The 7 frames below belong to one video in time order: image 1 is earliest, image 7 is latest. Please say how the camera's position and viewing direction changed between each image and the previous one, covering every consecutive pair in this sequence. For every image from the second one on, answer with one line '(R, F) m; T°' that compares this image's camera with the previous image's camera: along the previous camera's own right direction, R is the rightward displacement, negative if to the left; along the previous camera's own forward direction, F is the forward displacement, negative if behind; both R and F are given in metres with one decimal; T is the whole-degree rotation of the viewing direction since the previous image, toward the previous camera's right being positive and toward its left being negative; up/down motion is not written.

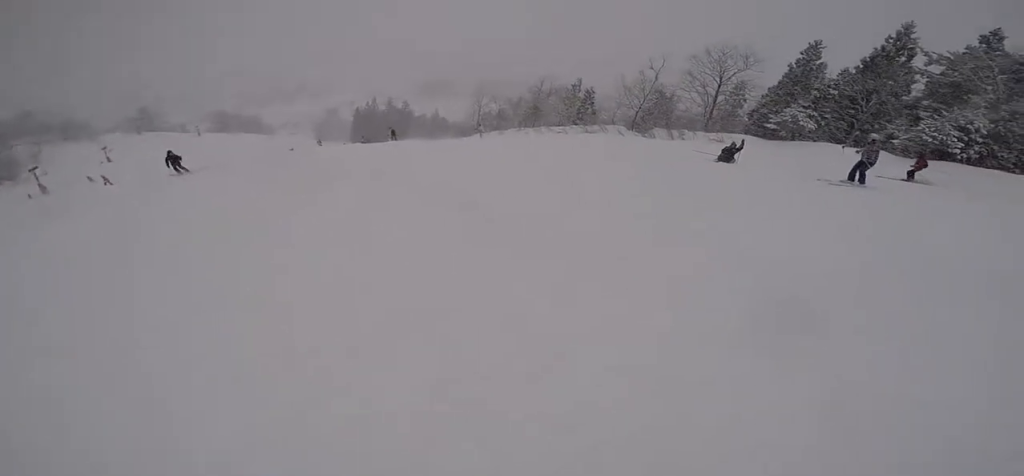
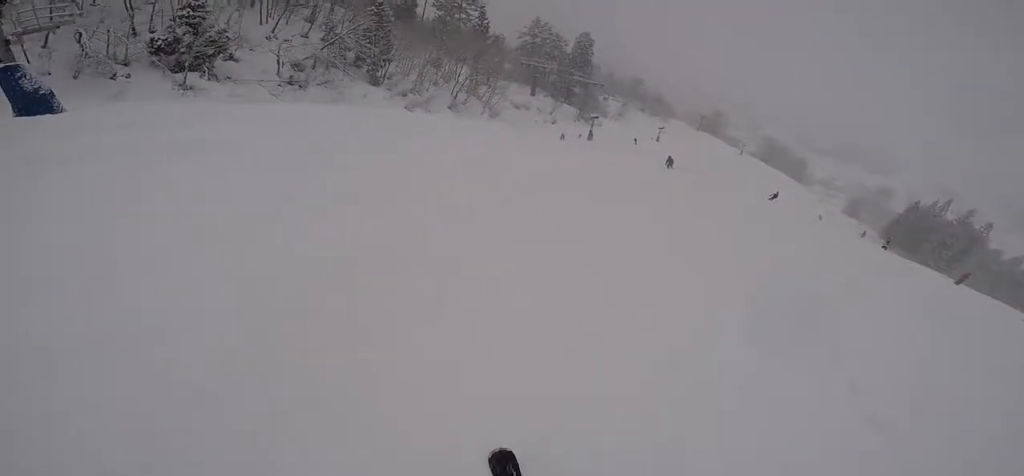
(-3.1, +10.0) m; -37°
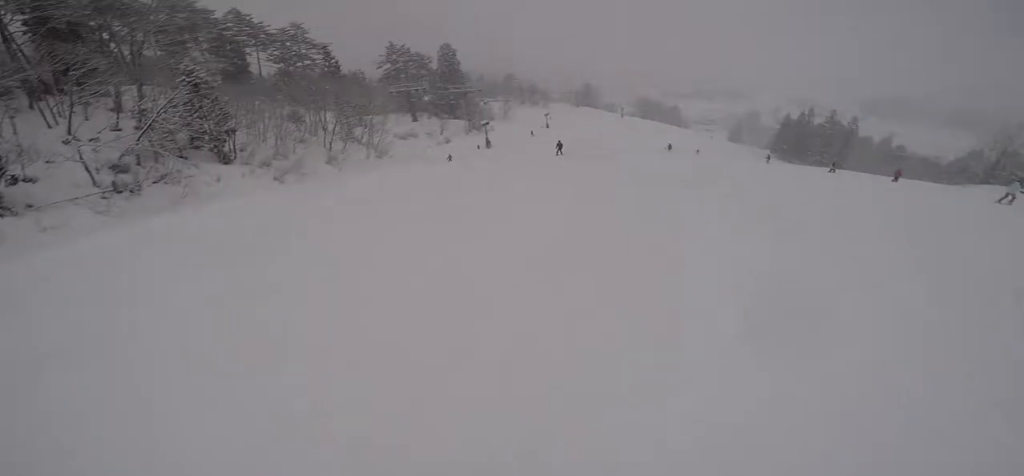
(+0.3, +3.6) m; +14°
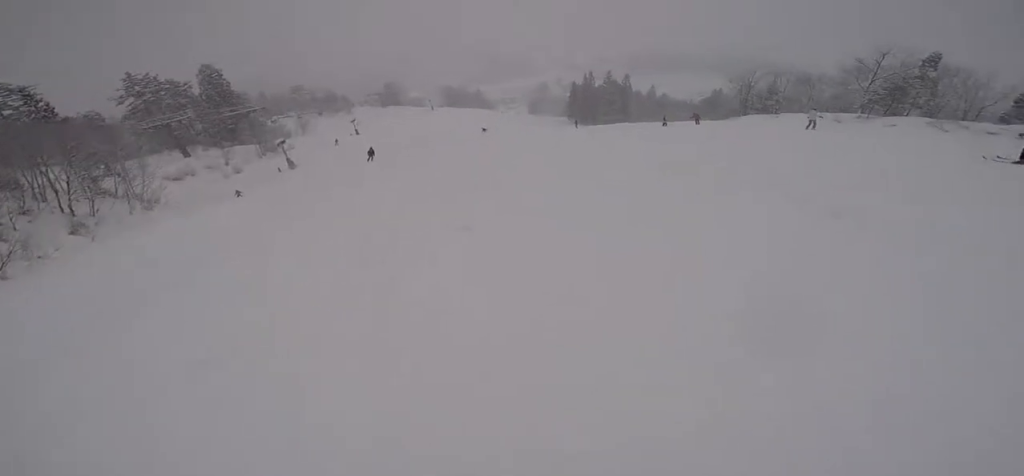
(+0.5, +3.2) m; +2°
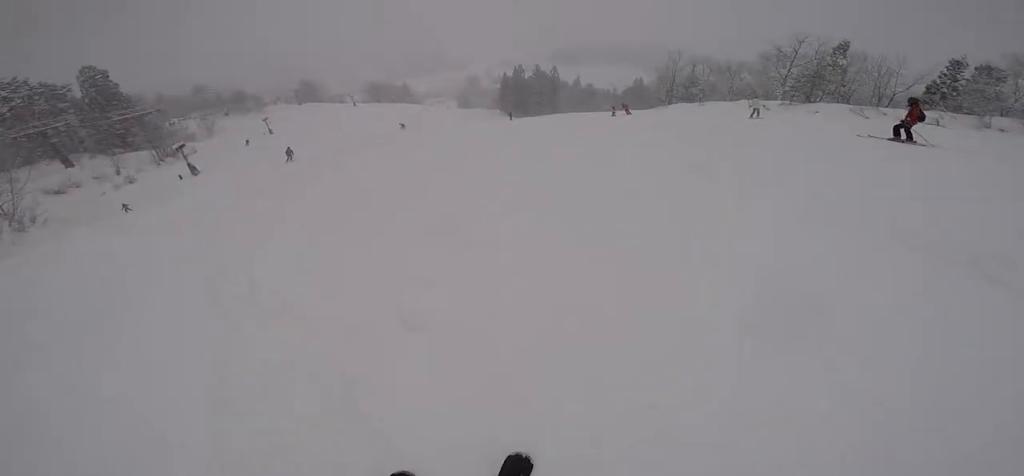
(+0.6, +1.9) m; -2°
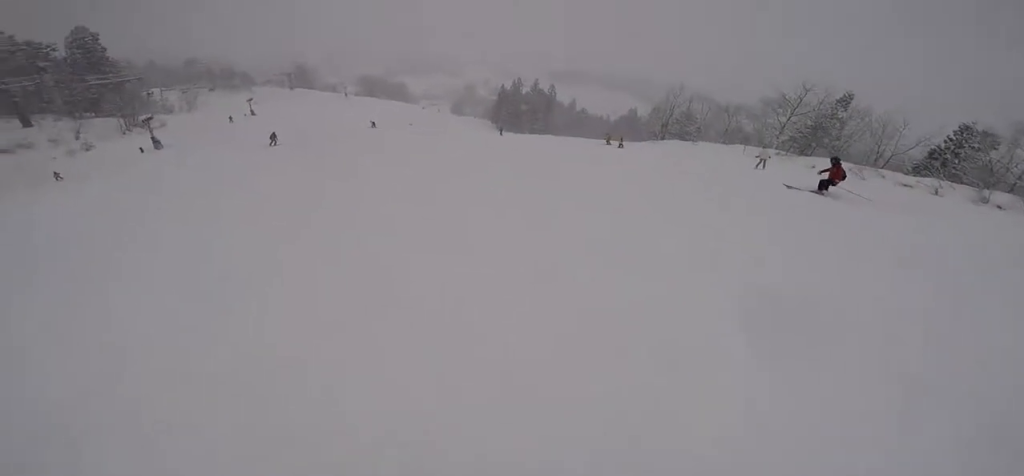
(-0.3, +2.1) m; -5°
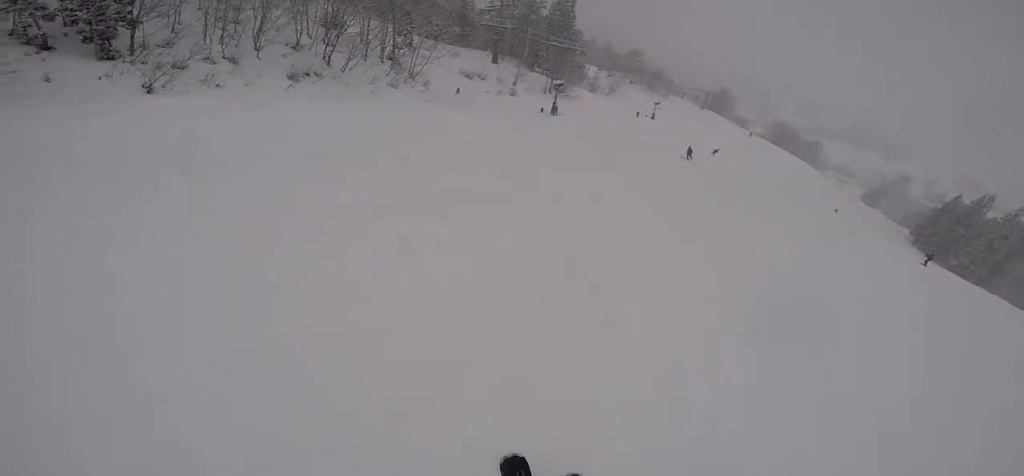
(-1.2, +8.1) m; -11°
